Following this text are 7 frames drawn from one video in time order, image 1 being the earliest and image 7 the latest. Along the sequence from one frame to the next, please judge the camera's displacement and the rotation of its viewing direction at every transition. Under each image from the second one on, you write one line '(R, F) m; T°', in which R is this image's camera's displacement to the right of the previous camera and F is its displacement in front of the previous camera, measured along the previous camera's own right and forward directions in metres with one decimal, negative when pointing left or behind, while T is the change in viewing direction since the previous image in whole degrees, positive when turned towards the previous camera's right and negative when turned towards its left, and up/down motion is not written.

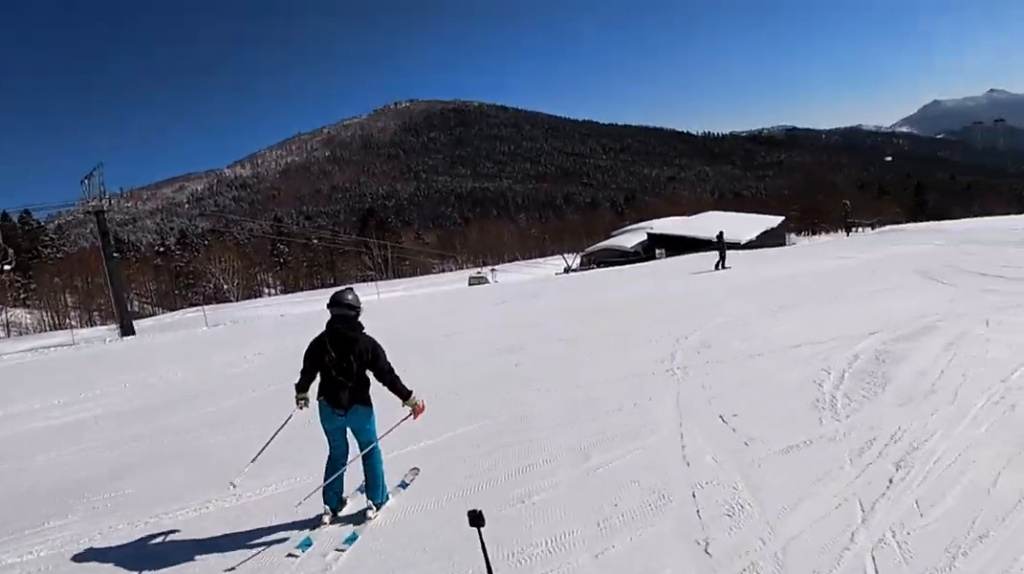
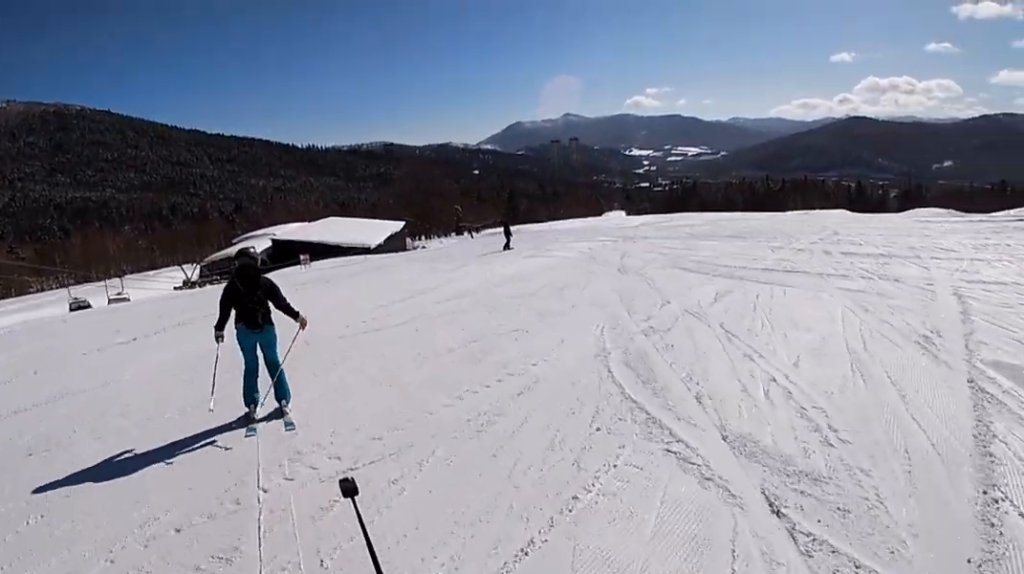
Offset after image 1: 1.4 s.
(+1.6, +7.9) m; +30°
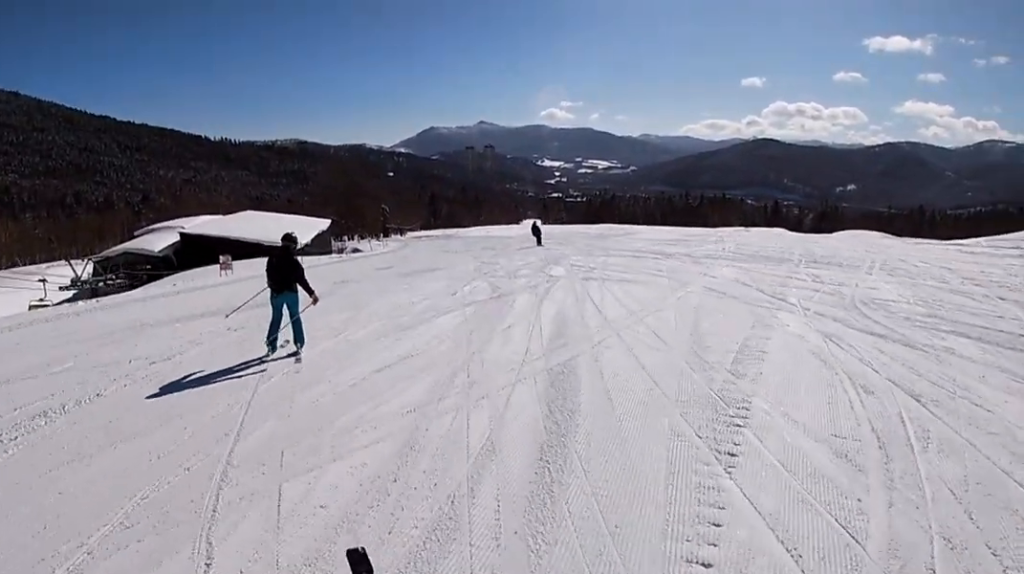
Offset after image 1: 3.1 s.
(+1.6, +9.9) m; +9°
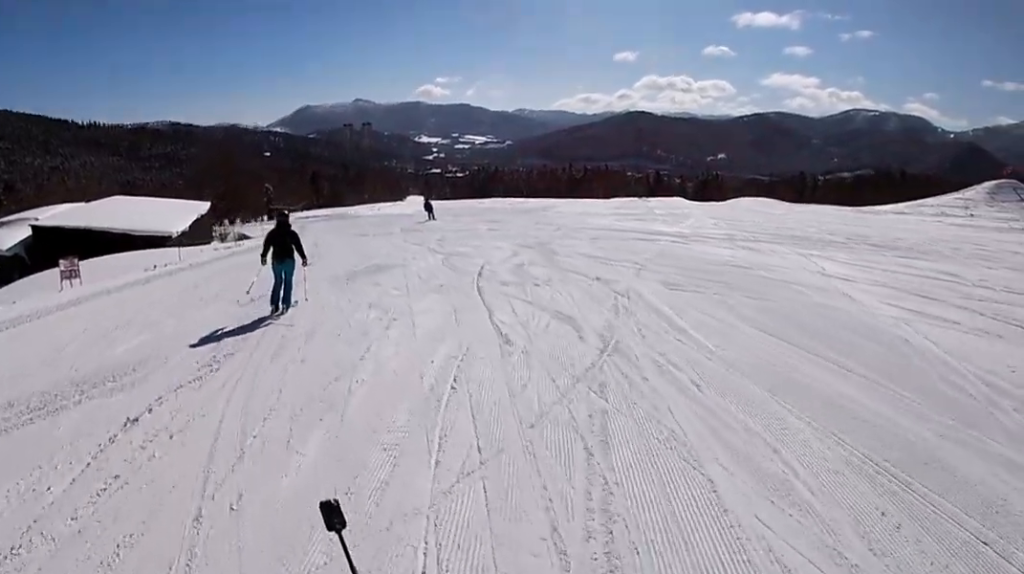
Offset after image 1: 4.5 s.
(+0.3, +8.2) m; +12°
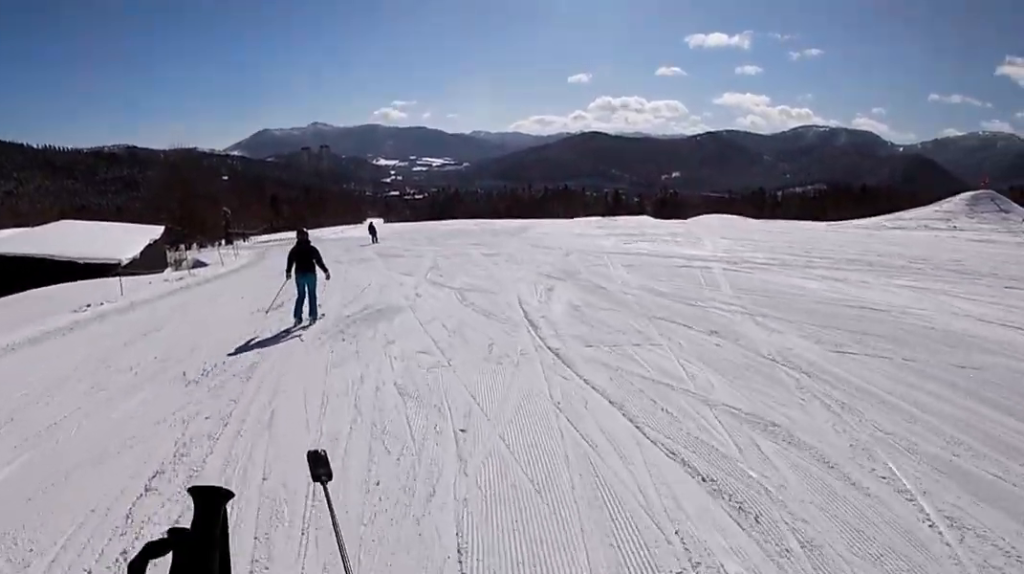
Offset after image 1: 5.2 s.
(+0.3, +4.3) m; +5°
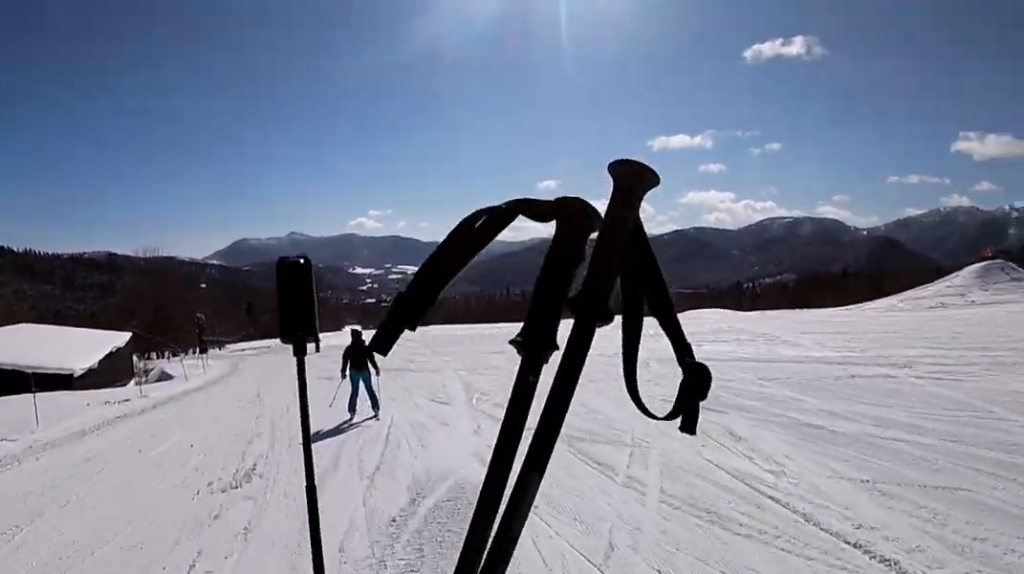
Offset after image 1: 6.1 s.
(+0.3, +6.3) m; +5°
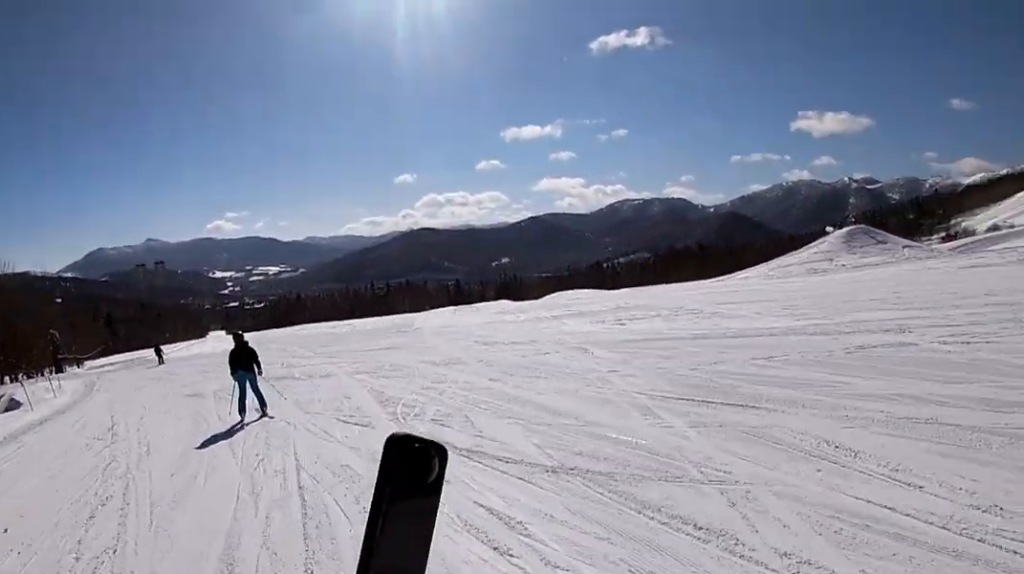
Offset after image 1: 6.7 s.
(0.0, +3.4) m; +2°
